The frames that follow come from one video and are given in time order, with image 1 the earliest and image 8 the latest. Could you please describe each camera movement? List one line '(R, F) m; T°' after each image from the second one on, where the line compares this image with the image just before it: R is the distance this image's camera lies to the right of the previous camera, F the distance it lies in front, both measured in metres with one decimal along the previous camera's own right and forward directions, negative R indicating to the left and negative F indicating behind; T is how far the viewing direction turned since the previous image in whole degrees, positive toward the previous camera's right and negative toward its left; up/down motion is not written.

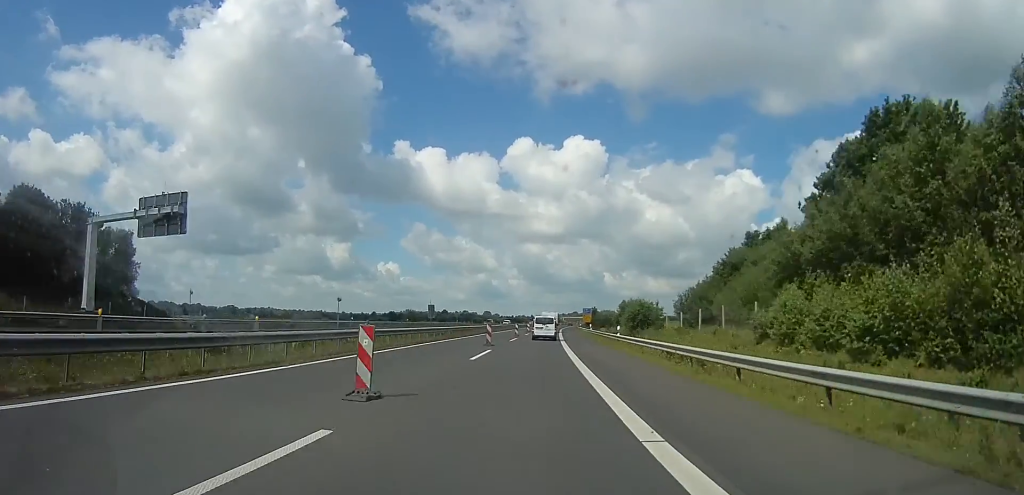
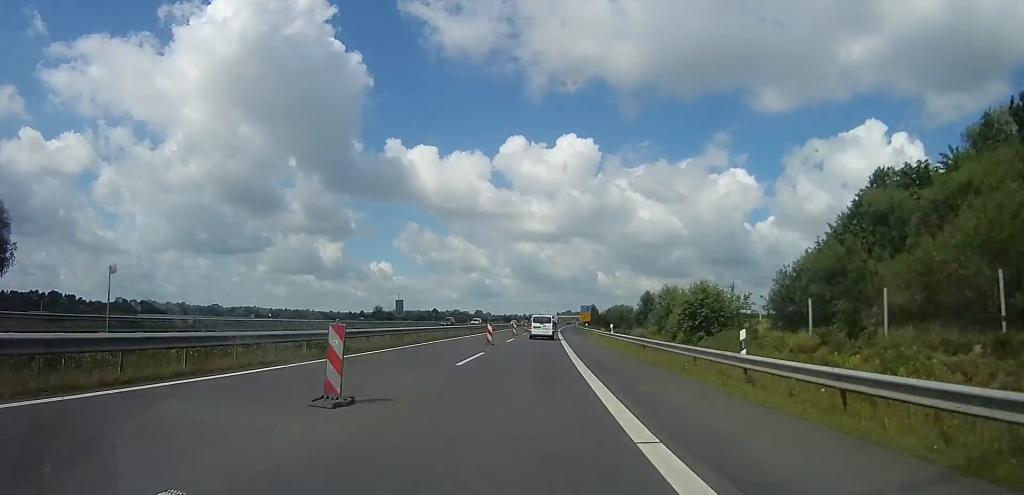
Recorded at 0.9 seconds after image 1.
(0.0, +20.6) m; 0°
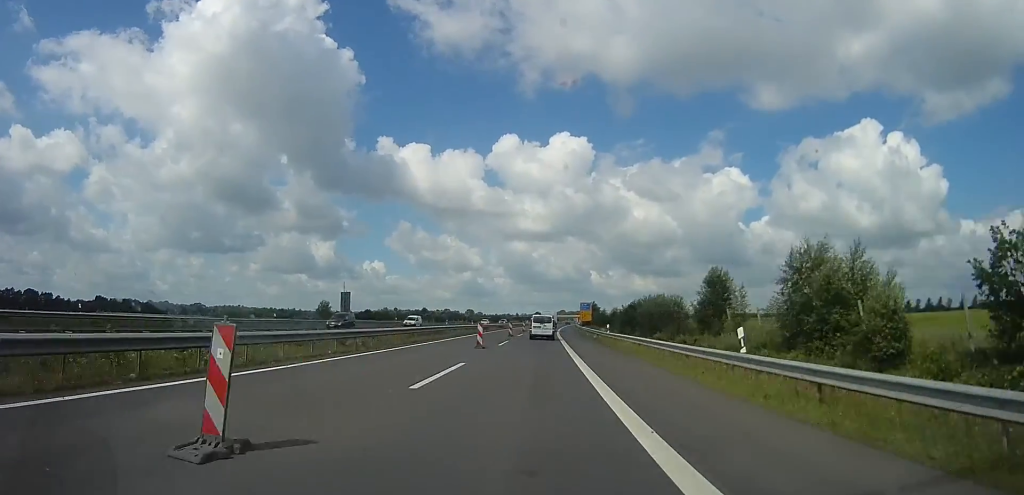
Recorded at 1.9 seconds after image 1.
(0.0, +23.5) m; +1°
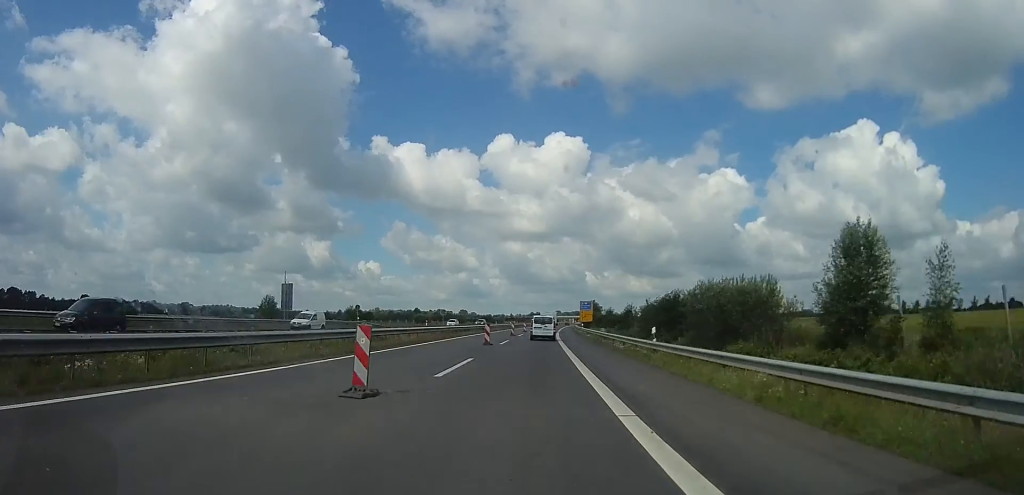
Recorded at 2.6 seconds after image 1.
(+0.4, +15.7) m; +1°
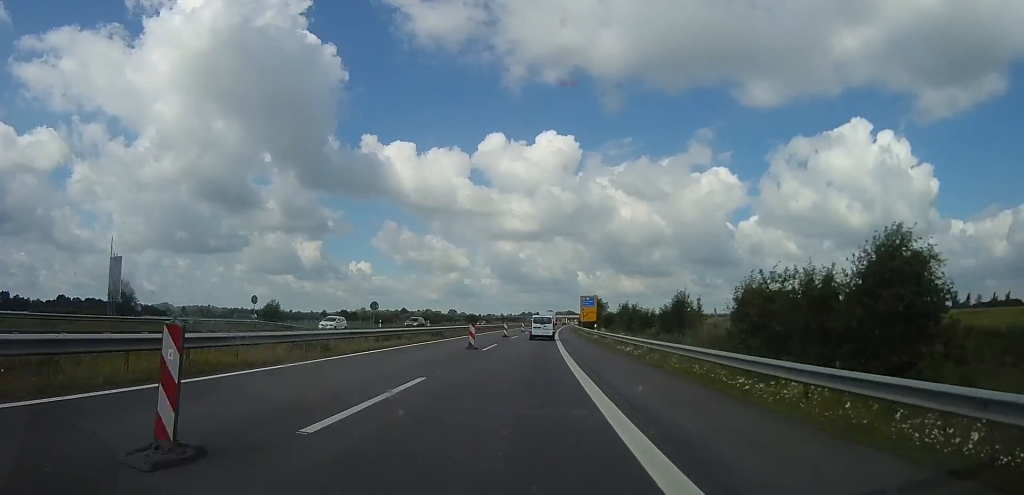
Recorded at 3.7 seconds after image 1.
(+0.2, +24.5) m; 0°
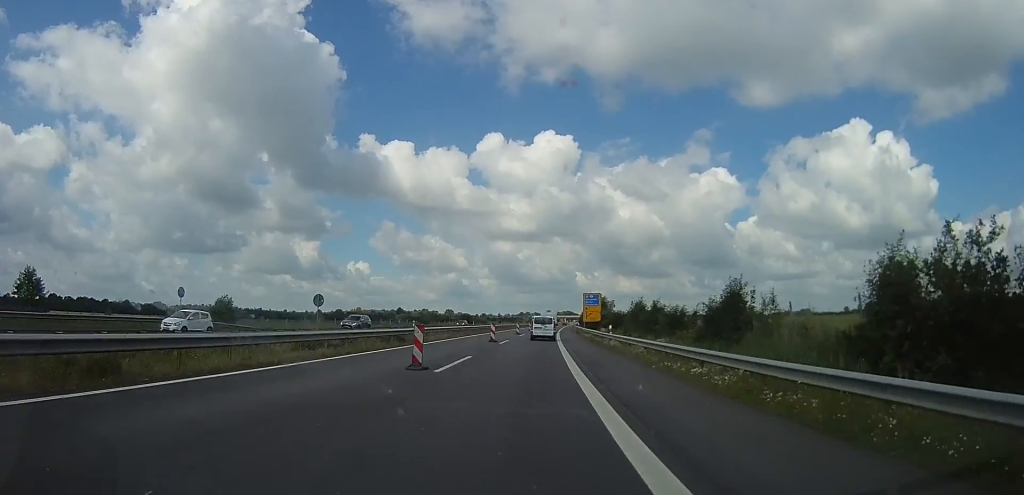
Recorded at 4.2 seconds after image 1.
(0.0, +10.3) m; 0°
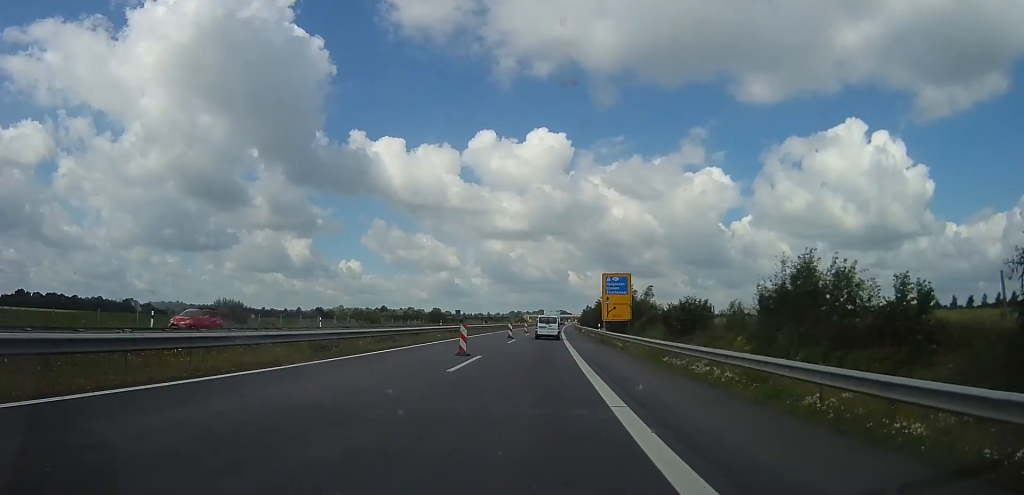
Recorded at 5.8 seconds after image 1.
(0.0, +35.6) m; 0°
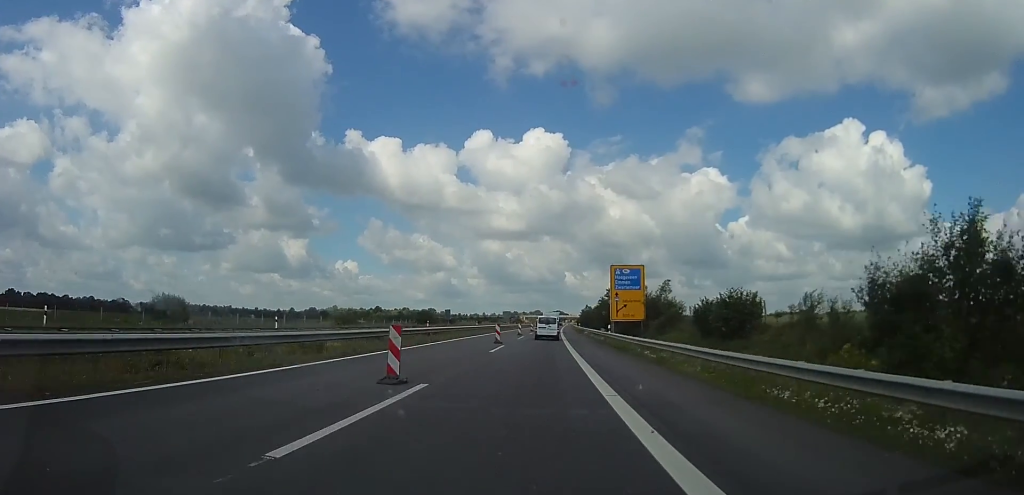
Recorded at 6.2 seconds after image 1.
(0.0, +8.7) m; +1°
